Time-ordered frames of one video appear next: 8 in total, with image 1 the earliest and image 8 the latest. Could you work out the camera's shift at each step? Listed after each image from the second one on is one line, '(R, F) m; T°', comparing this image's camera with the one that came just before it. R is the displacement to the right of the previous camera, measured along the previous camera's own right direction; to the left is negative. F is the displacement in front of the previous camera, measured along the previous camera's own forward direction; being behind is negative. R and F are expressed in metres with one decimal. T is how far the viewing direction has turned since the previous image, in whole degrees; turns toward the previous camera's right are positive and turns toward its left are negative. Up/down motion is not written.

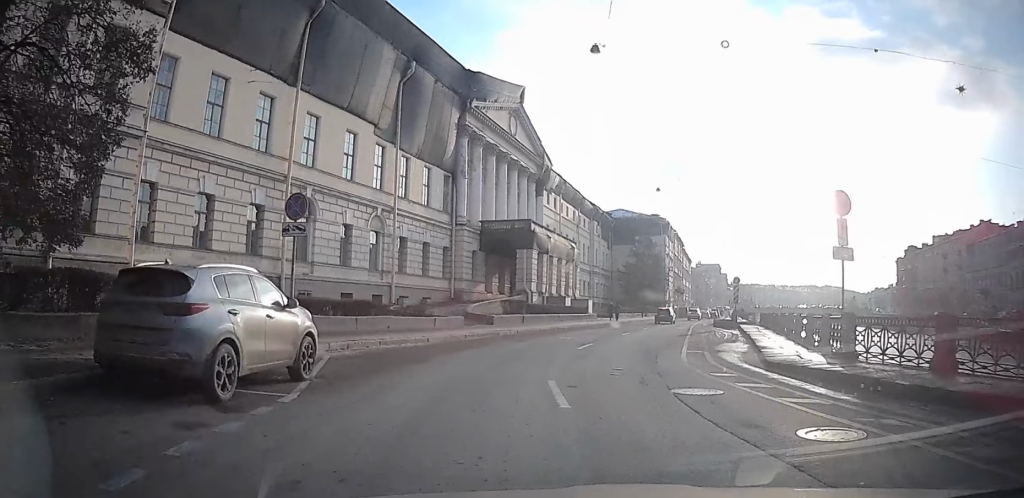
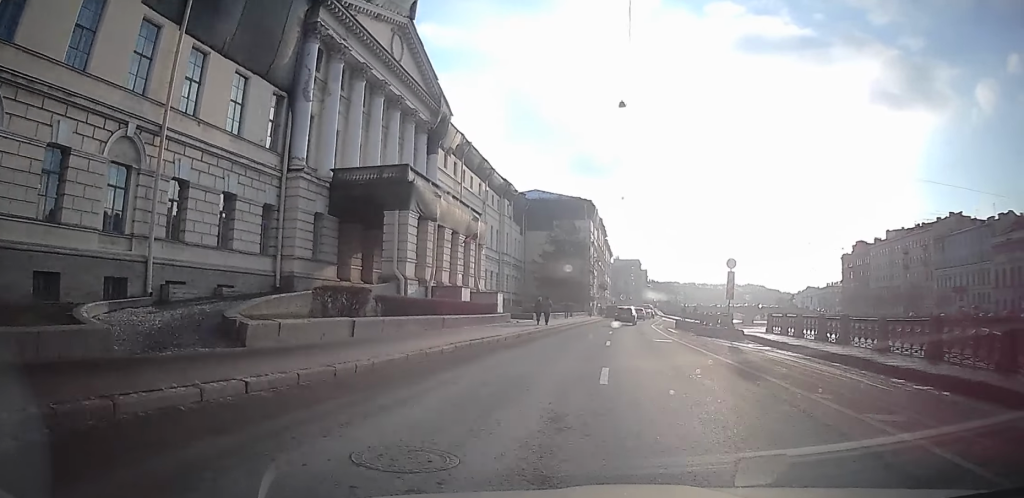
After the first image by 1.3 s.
(+0.8, +22.3) m; +3°
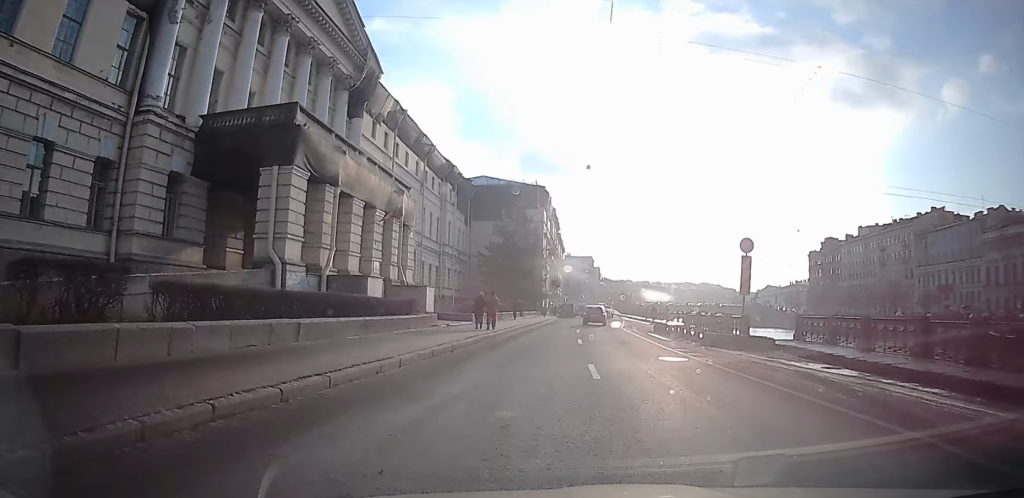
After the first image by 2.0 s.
(0.0, +11.7) m; +3°
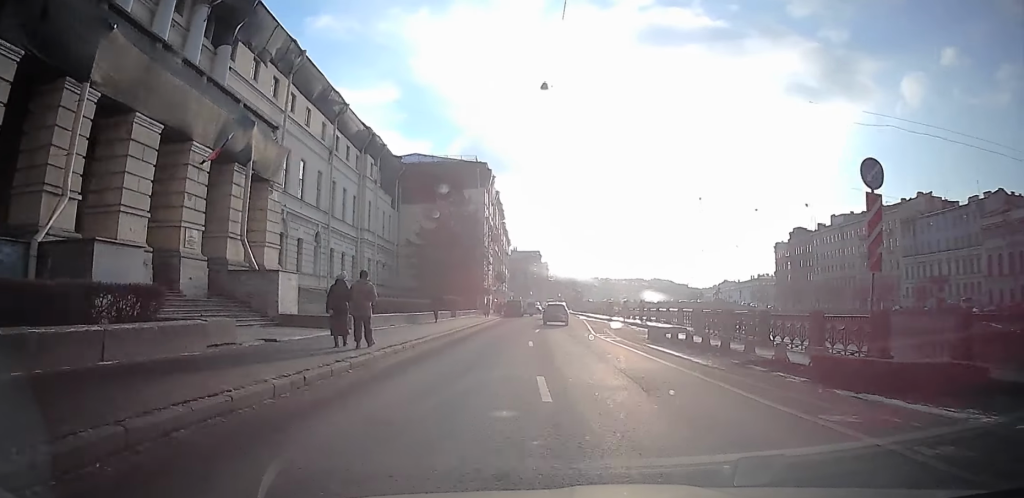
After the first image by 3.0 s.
(+1.3, +15.8) m; +8°
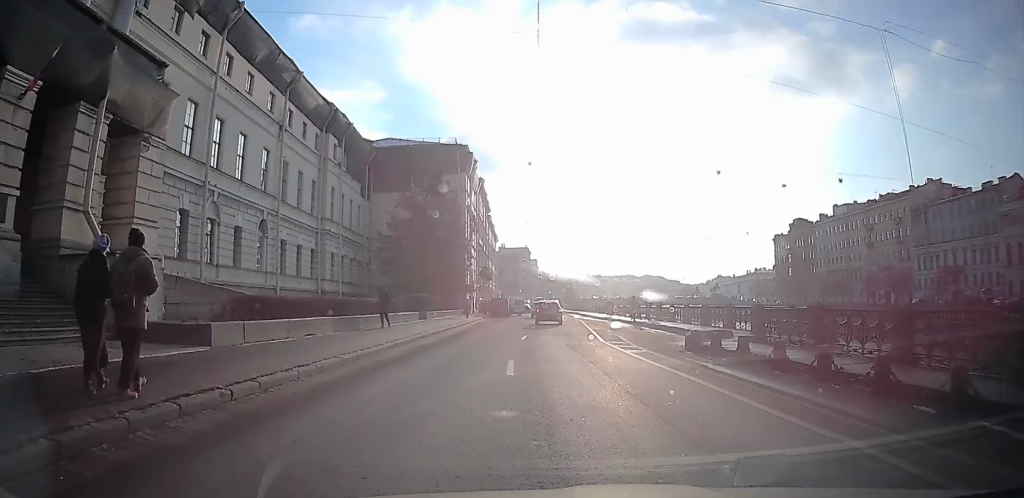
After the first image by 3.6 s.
(+0.2, +9.7) m; +4°
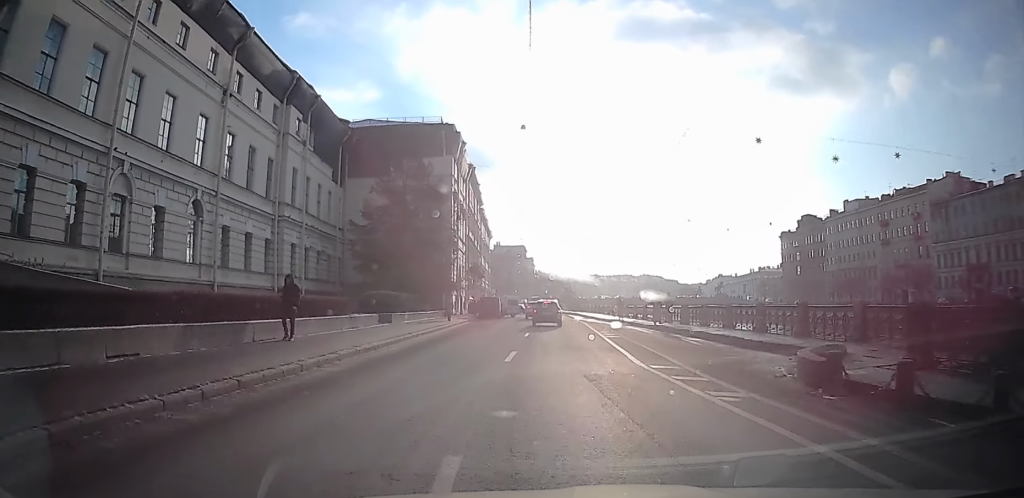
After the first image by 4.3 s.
(+0.5, +9.8) m; +3°
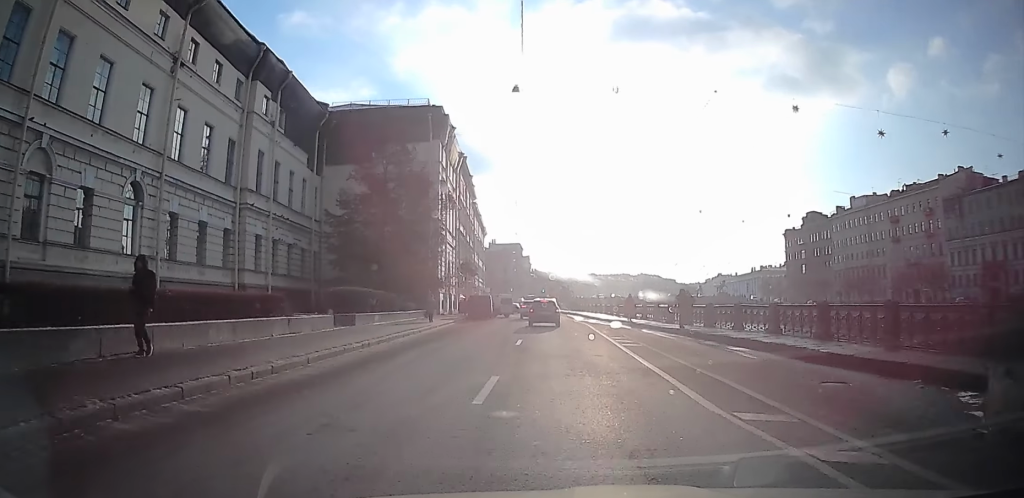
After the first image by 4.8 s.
(+0.2, +6.8) m; +2°
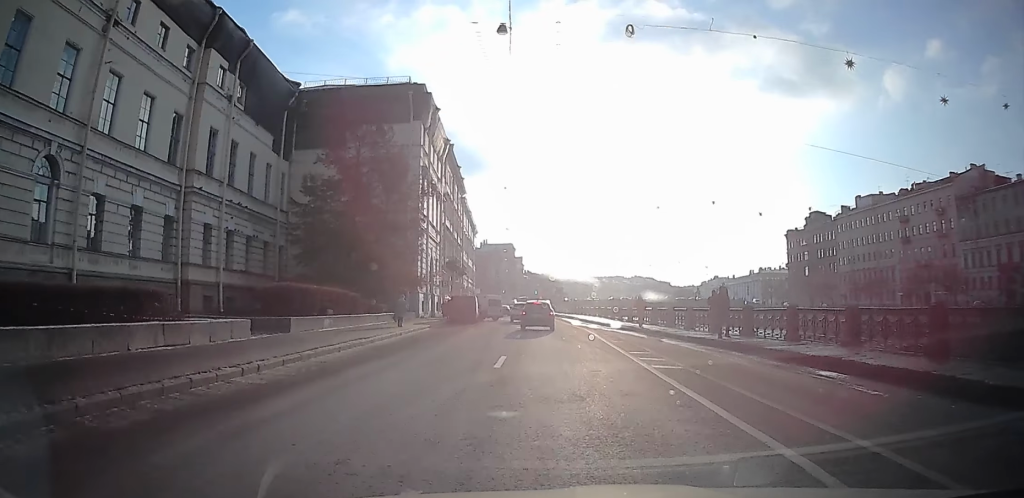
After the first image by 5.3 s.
(0.0, +7.3) m; 0°
